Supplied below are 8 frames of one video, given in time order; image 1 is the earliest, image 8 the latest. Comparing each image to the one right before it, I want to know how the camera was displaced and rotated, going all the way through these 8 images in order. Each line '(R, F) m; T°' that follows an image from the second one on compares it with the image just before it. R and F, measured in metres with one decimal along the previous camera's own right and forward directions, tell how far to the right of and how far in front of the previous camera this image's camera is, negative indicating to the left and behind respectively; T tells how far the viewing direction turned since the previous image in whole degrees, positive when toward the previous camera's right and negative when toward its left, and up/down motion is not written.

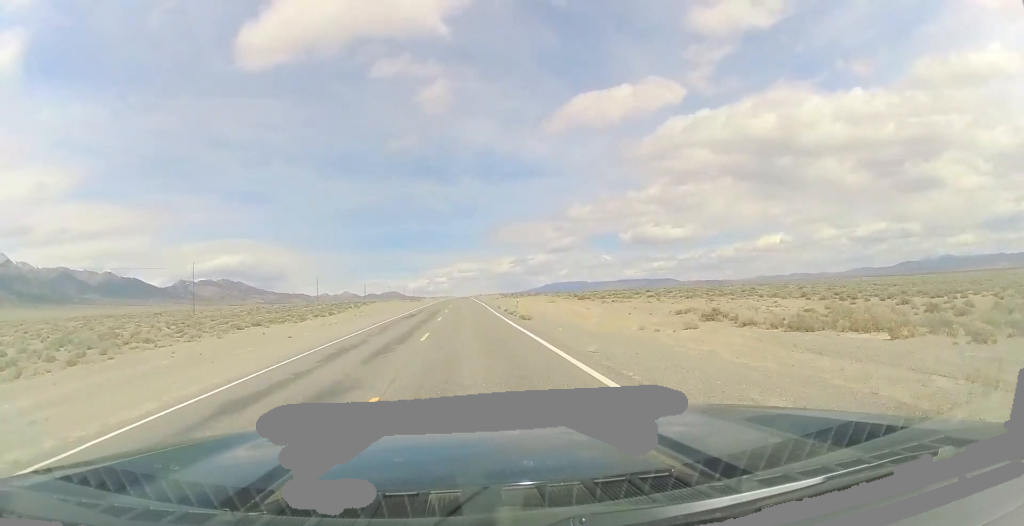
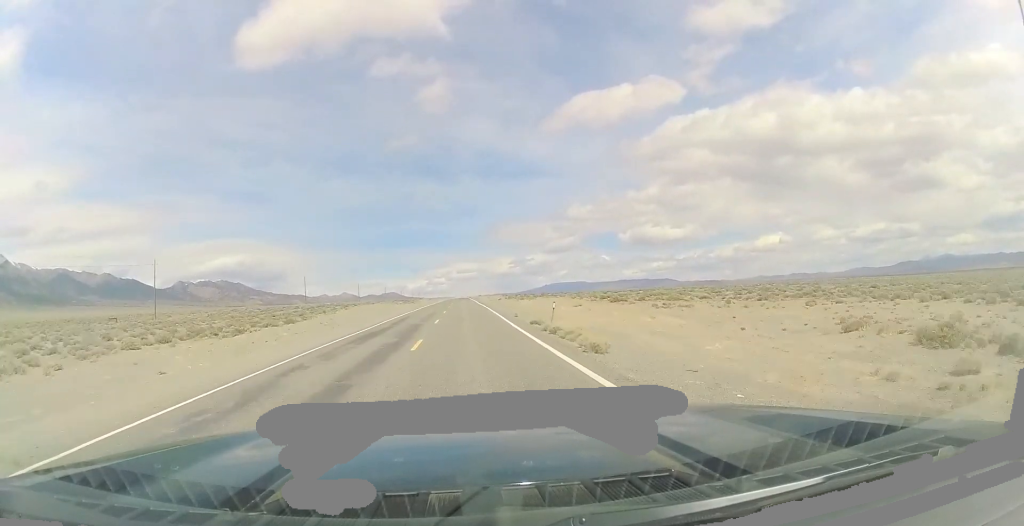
(-0.1, +16.4) m; 0°
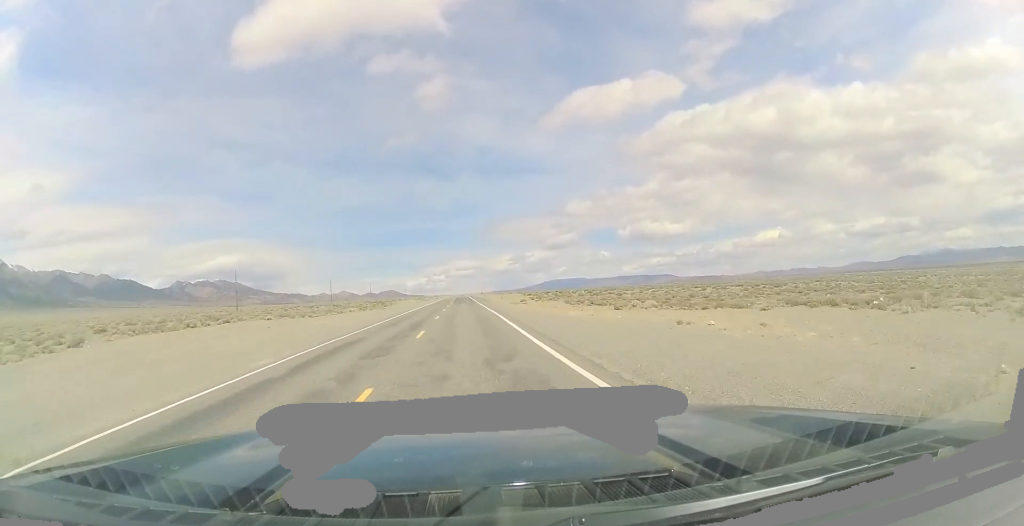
(+1.2, +64.2) m; +2°
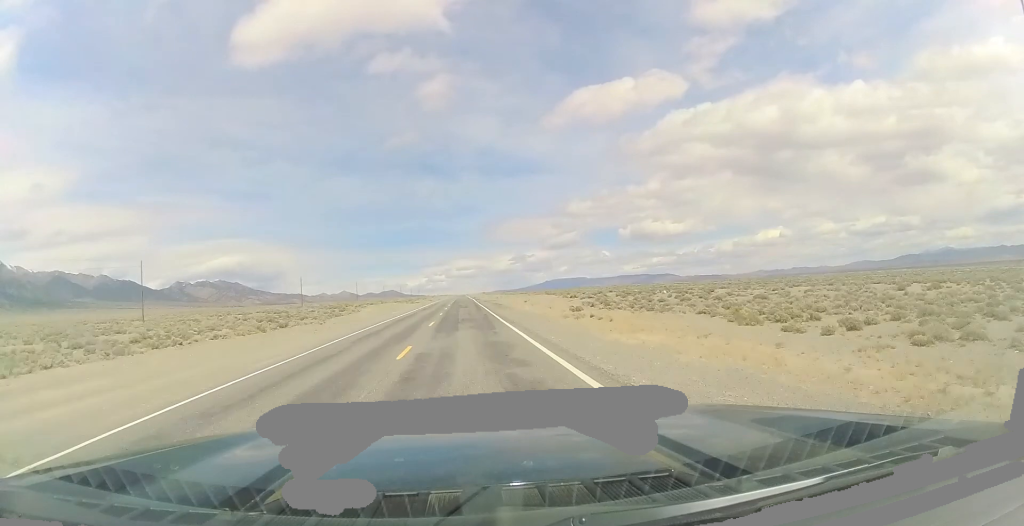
(+0.4, +46.3) m; 0°
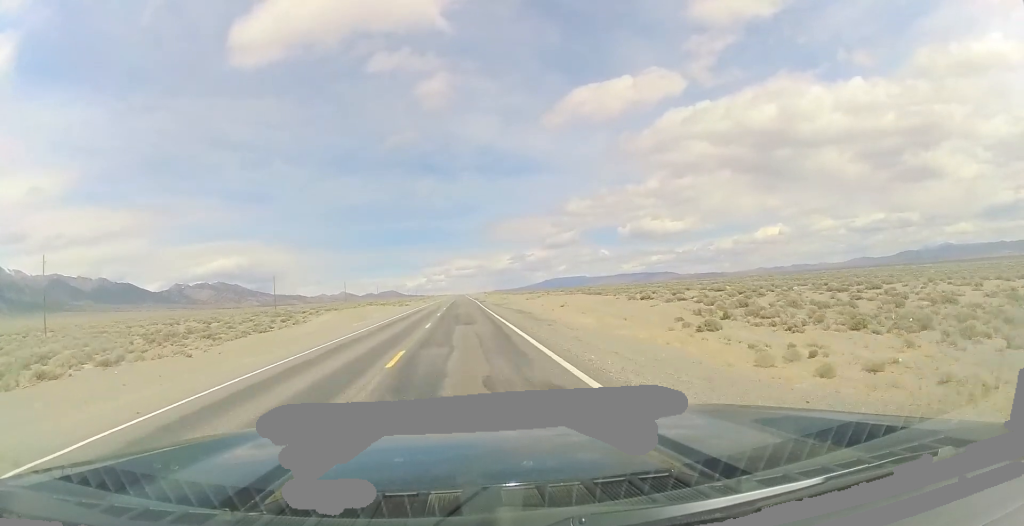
(-0.2, +29.0) m; 0°
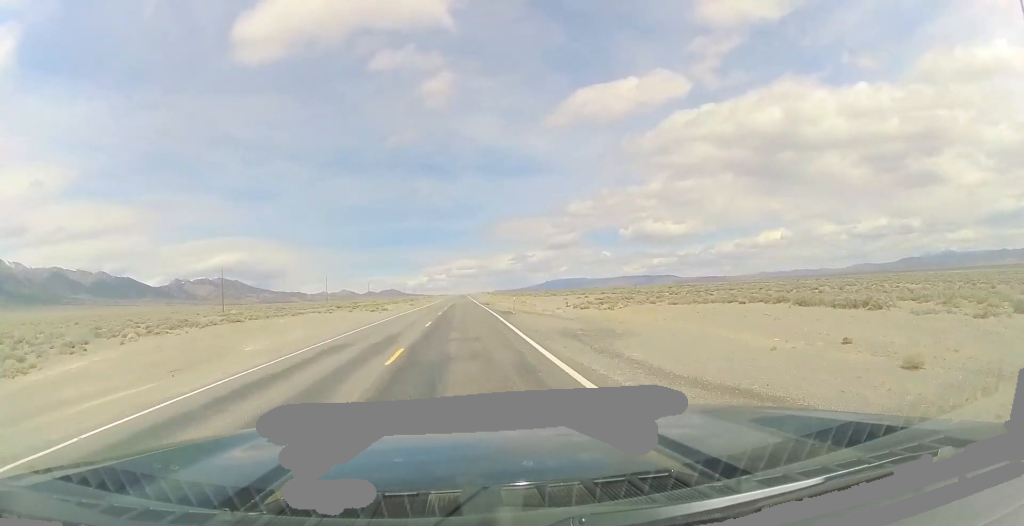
(+0.2, +40.3) m; 0°
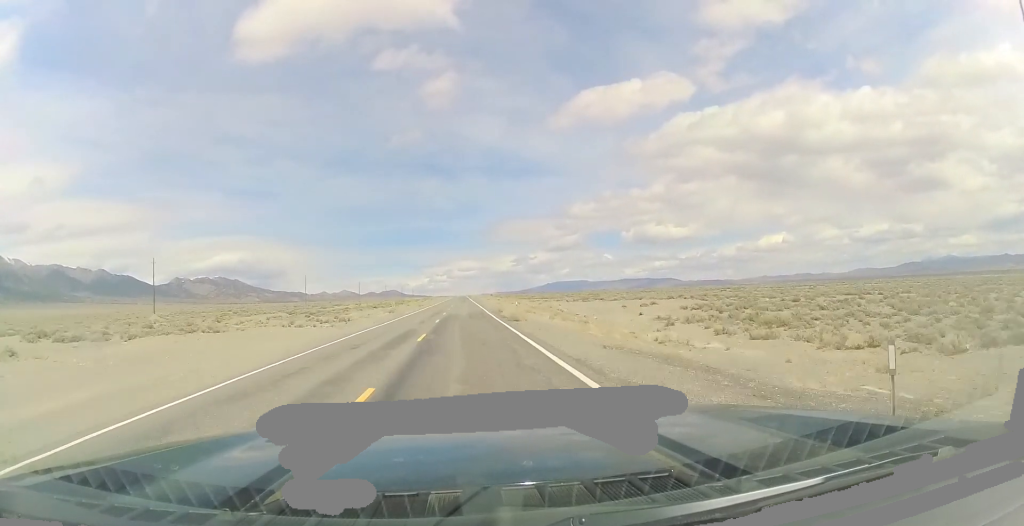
(0.0, +33.3) m; 0°
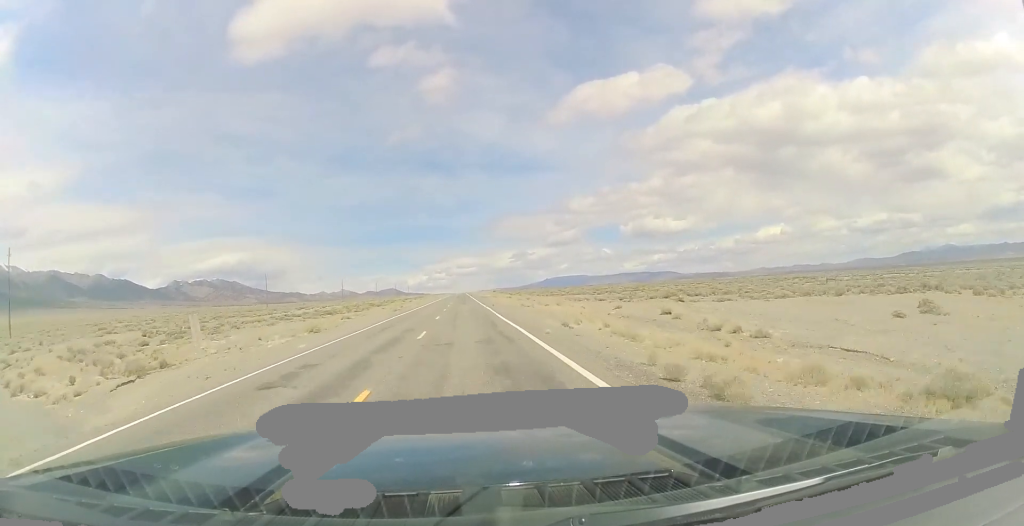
(0.0, +41.4) m; -1°
